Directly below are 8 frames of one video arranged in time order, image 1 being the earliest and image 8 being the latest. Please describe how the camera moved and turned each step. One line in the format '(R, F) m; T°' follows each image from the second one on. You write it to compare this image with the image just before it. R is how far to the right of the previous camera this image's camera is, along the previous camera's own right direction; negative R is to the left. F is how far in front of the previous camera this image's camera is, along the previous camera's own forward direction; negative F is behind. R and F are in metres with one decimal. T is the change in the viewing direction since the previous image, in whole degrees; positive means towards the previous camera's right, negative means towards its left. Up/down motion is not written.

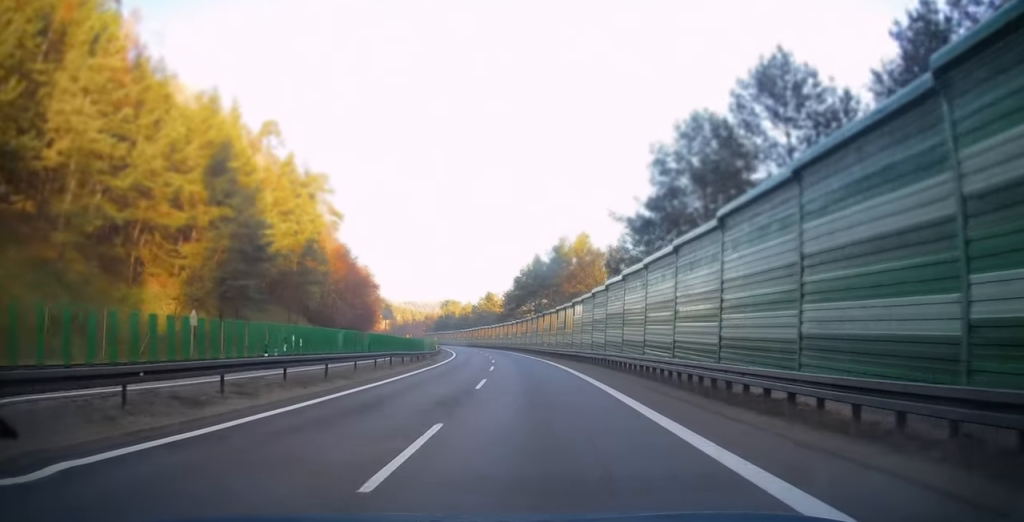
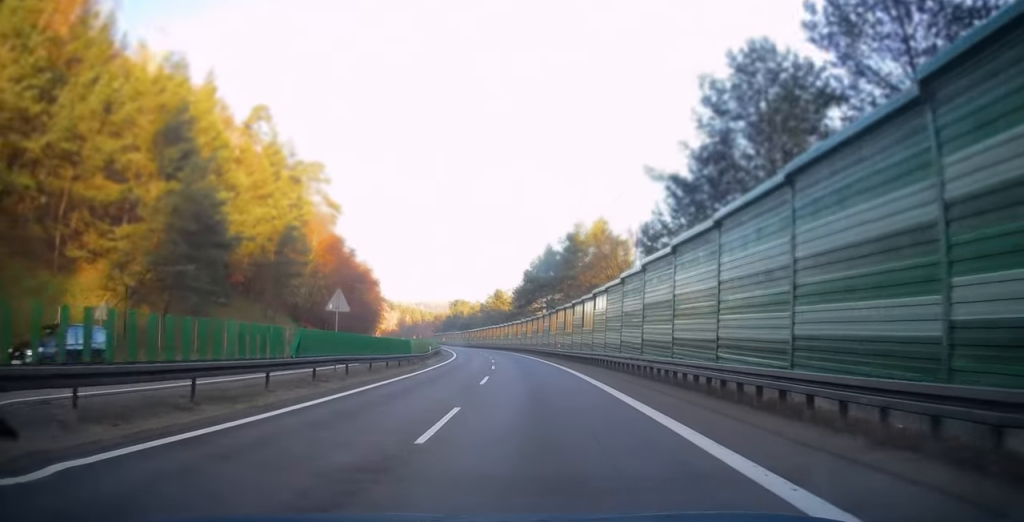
(-0.2, +9.5) m; -1°
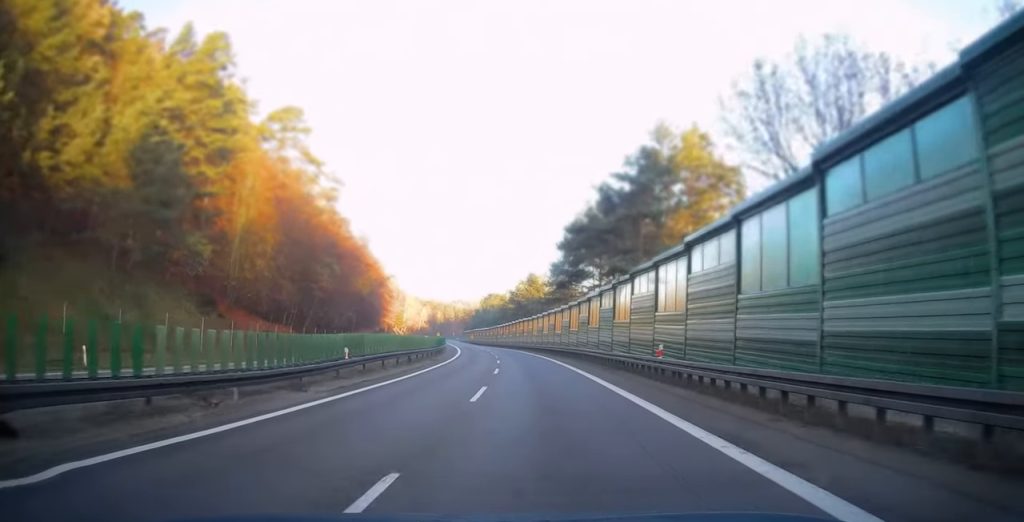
(-0.9, +30.4) m; -3°
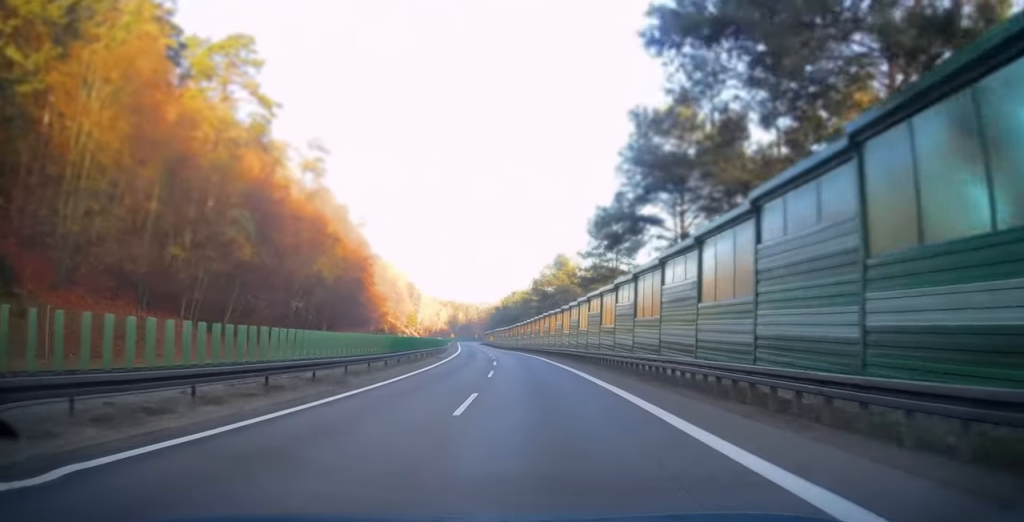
(-0.5, +26.5) m; -3°
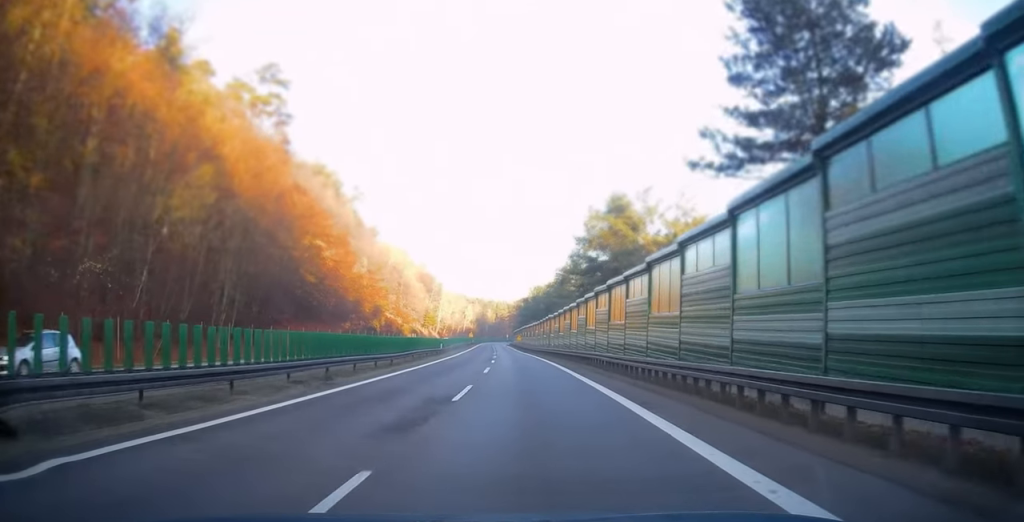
(-1.3, +33.7) m; -4°
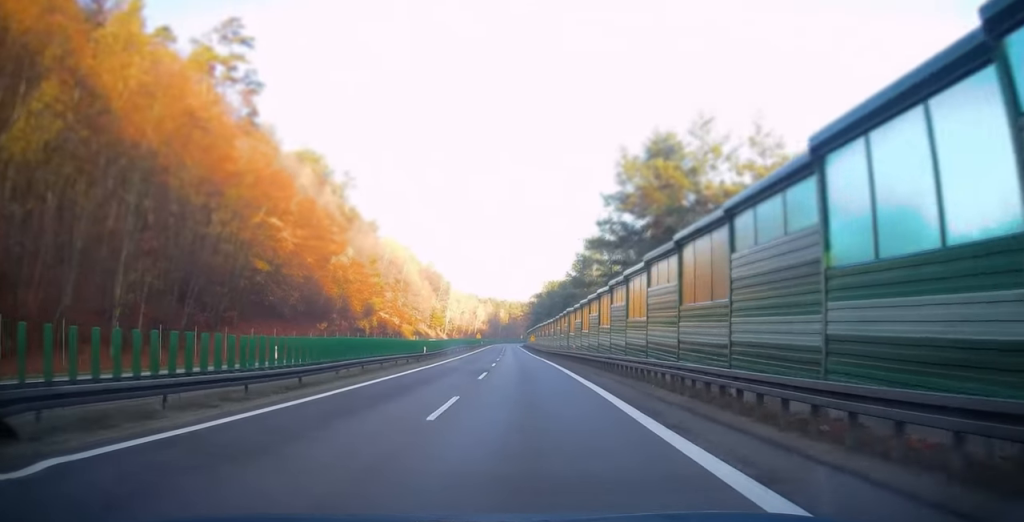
(-0.2, +15.0) m; -1°
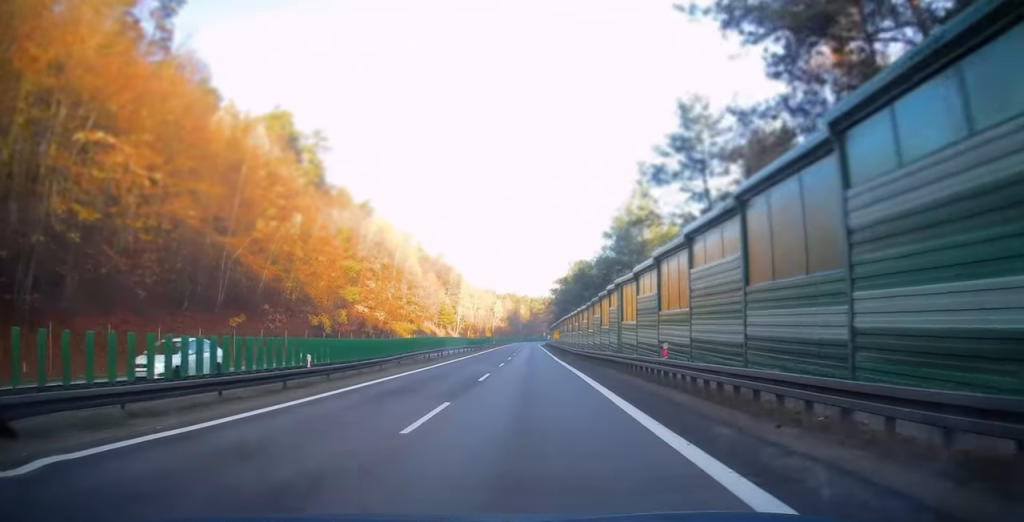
(-0.4, +25.8) m; -2°
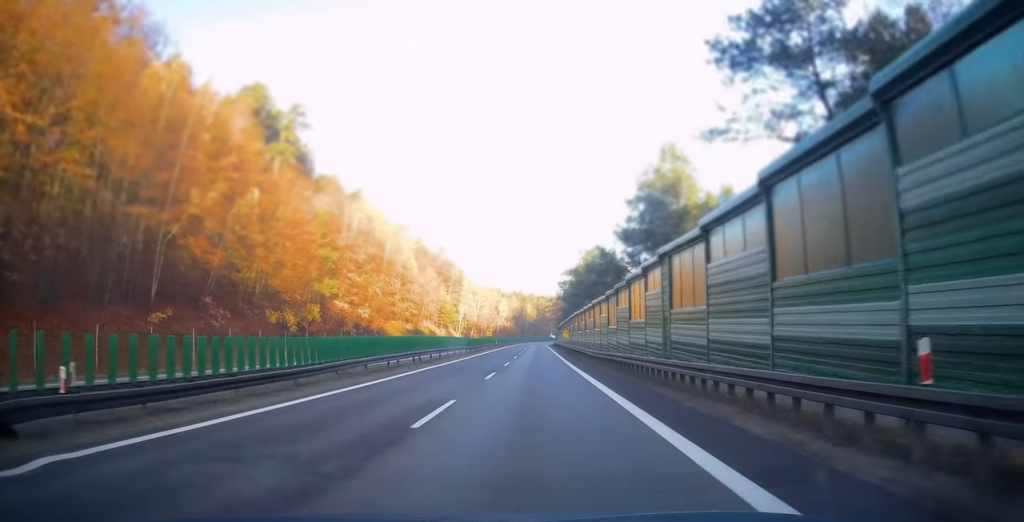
(0.0, +11.4) m; -1°
